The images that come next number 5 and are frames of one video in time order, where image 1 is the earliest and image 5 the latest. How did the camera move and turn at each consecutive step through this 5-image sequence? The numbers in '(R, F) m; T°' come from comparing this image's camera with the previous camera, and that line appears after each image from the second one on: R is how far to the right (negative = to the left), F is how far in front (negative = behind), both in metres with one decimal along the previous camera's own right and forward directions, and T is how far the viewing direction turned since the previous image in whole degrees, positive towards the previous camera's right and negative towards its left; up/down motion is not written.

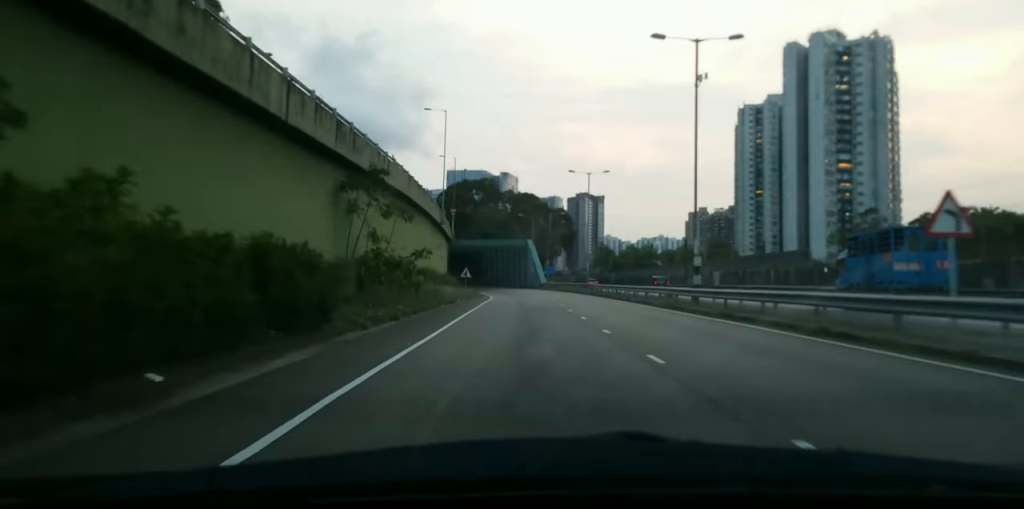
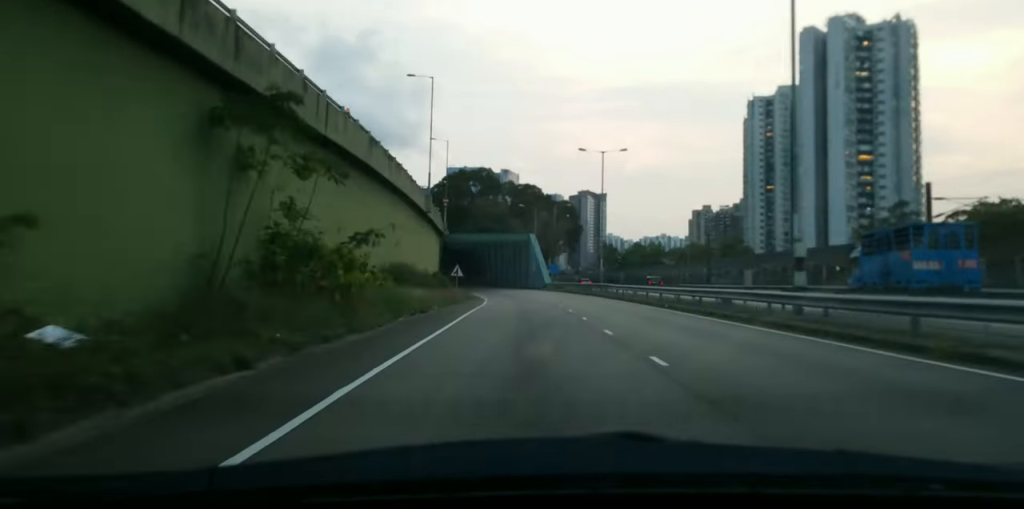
(-0.2, +12.8) m; 0°
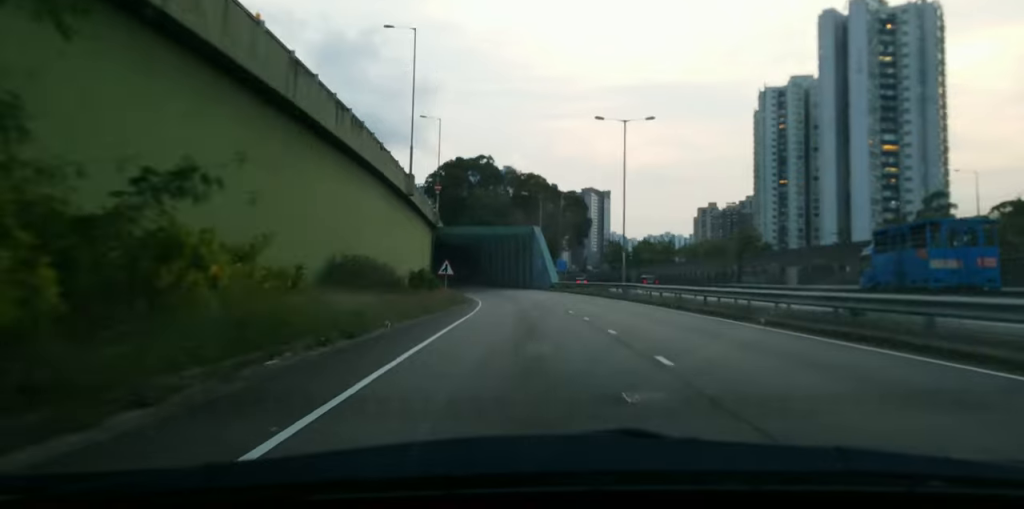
(+0.1, +12.7) m; 0°
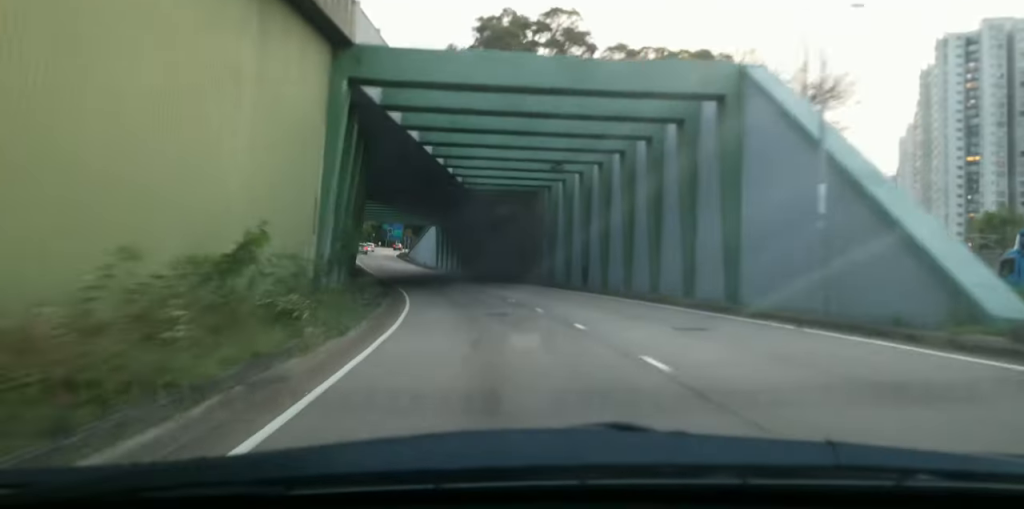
(-1.4, +69.3) m; -4°
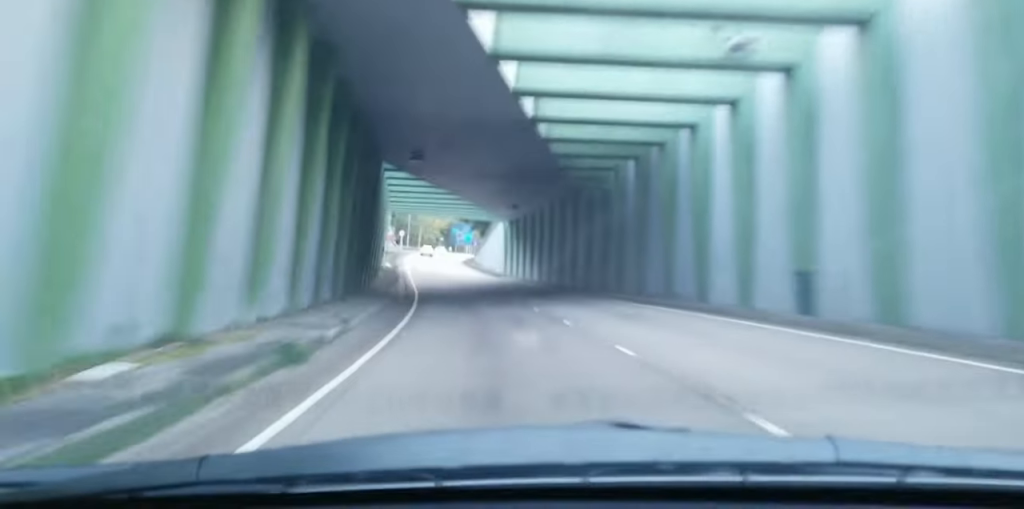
(-0.5, +21.4) m; -5°
